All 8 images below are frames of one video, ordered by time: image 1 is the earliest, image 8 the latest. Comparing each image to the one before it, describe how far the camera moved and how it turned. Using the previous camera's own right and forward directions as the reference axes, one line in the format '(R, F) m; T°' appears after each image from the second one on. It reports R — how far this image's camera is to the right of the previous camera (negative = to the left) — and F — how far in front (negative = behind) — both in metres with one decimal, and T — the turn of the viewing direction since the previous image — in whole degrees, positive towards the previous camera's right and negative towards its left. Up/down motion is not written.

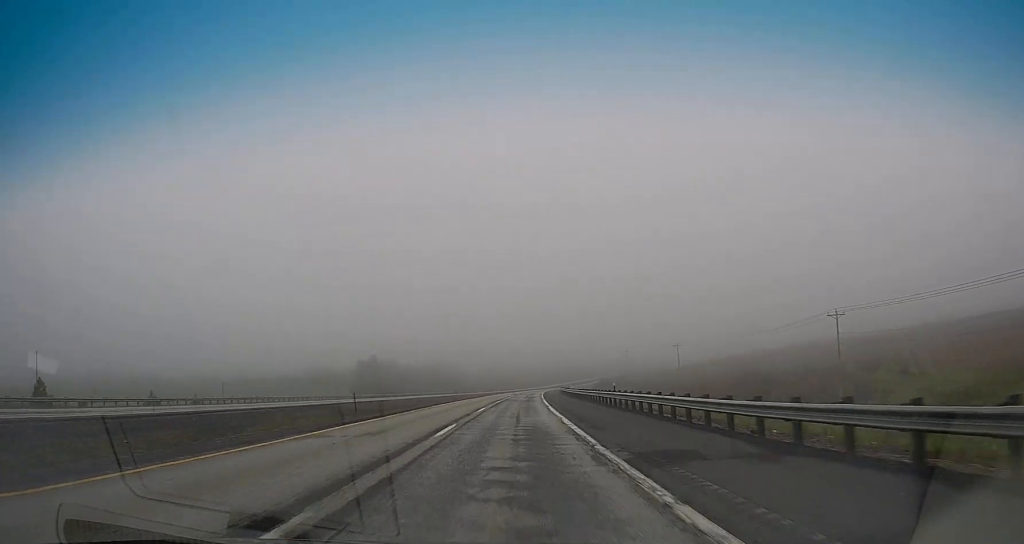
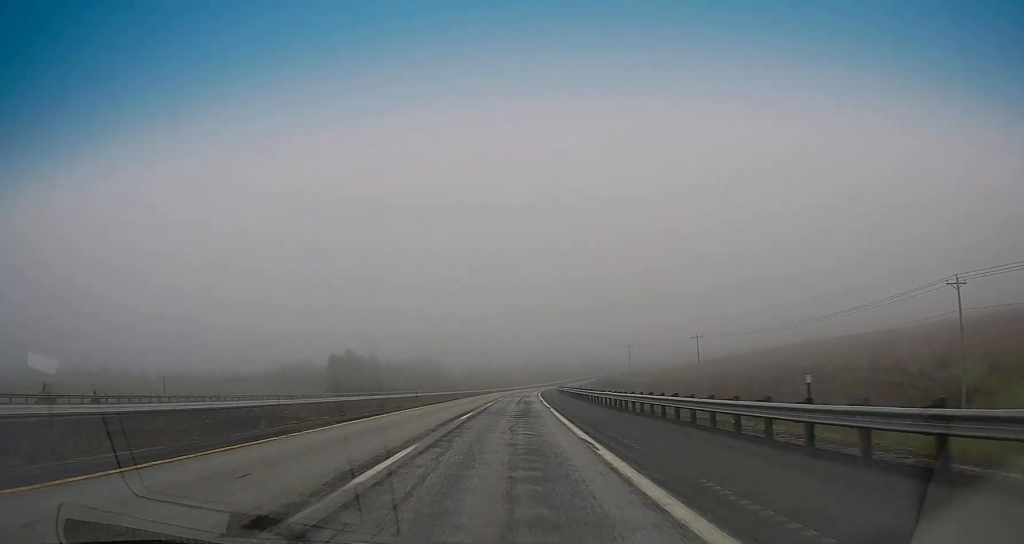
(-0.1, +23.6) m; +1°
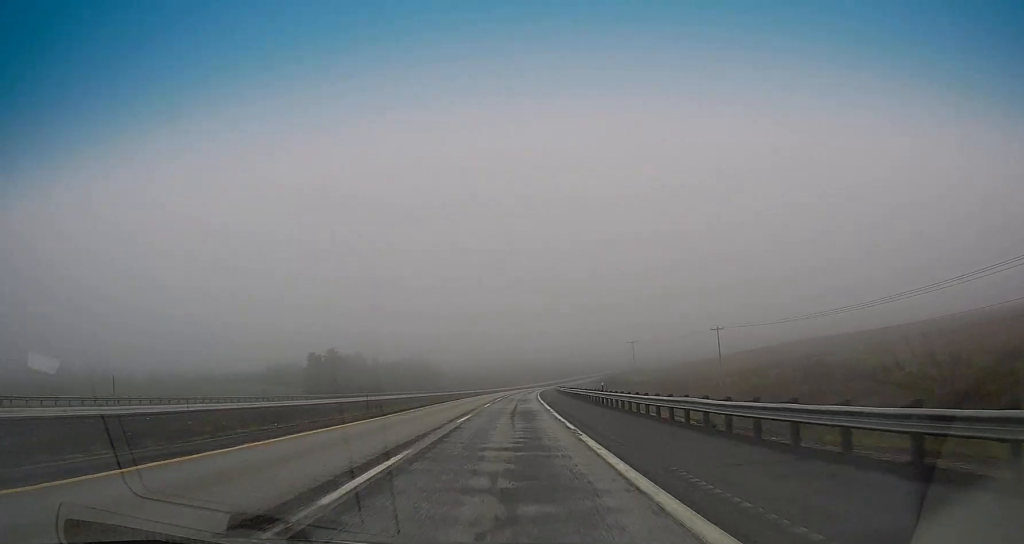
(+0.2, +16.7) m; +1°
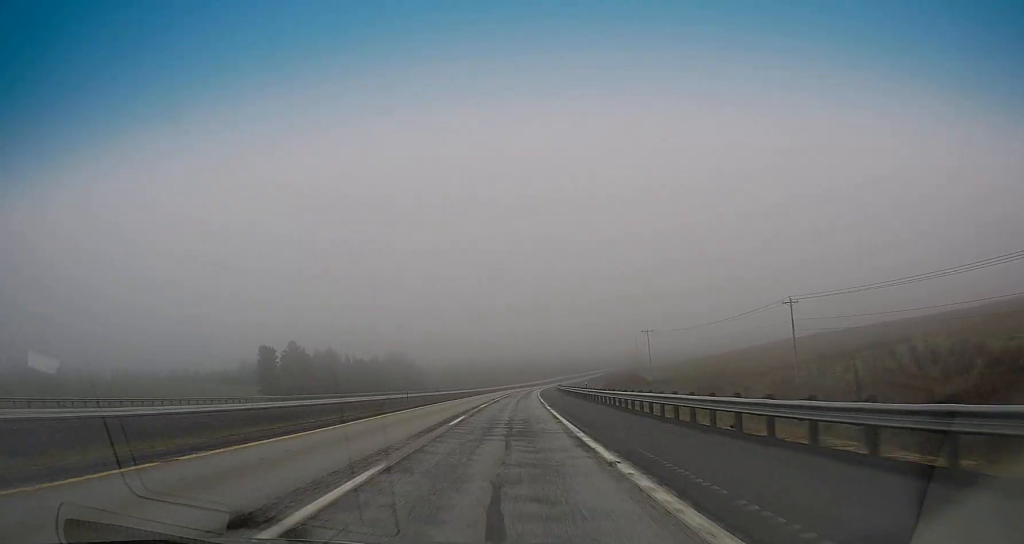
(+0.4, +33.5) m; +1°
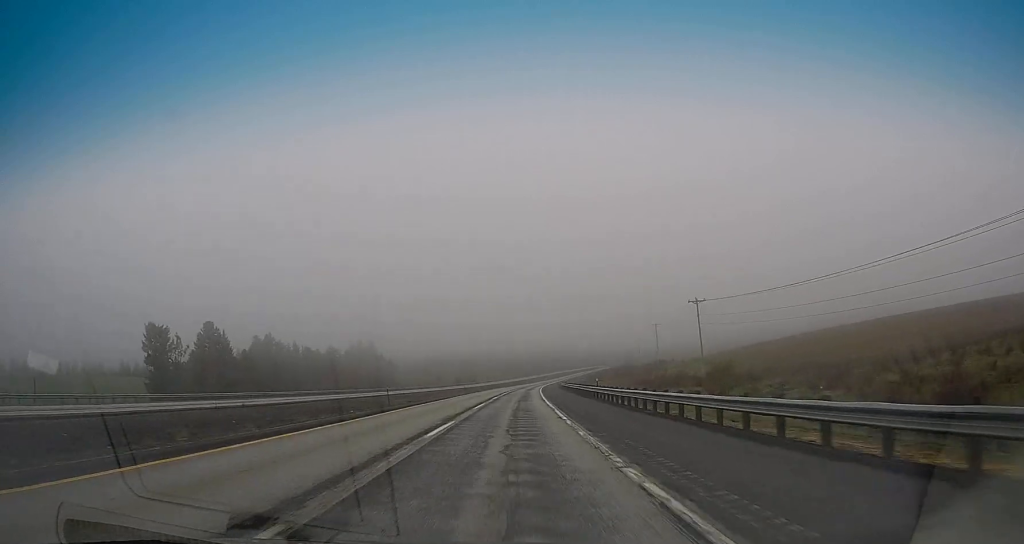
(+0.6, +52.2) m; +2°
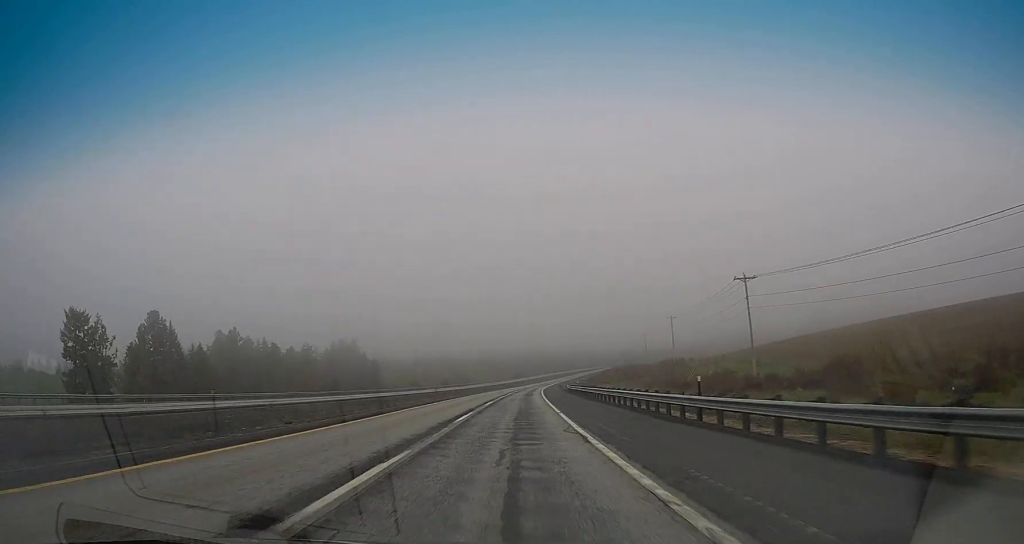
(+0.5, +24.6) m; +1°
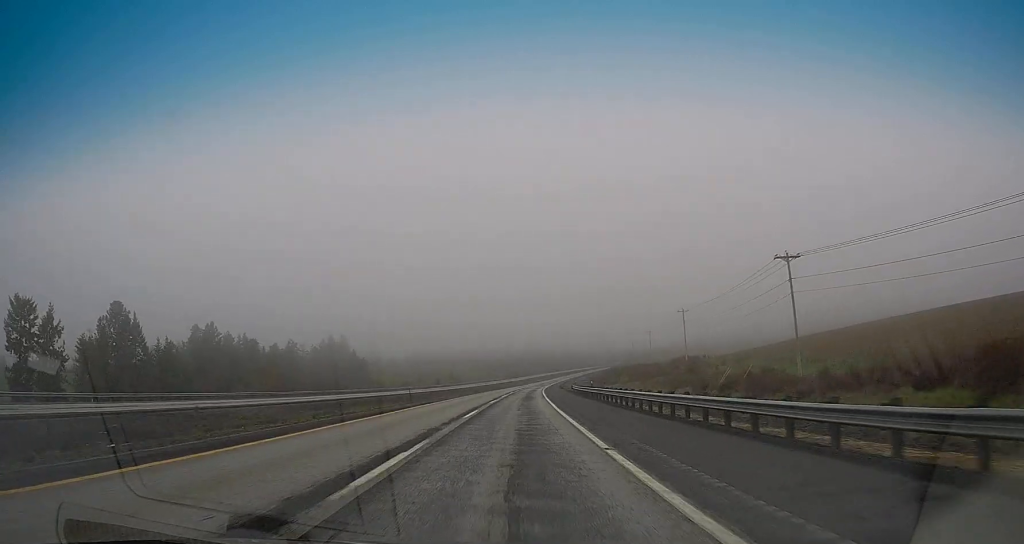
(0.0, +13.7) m; 0°
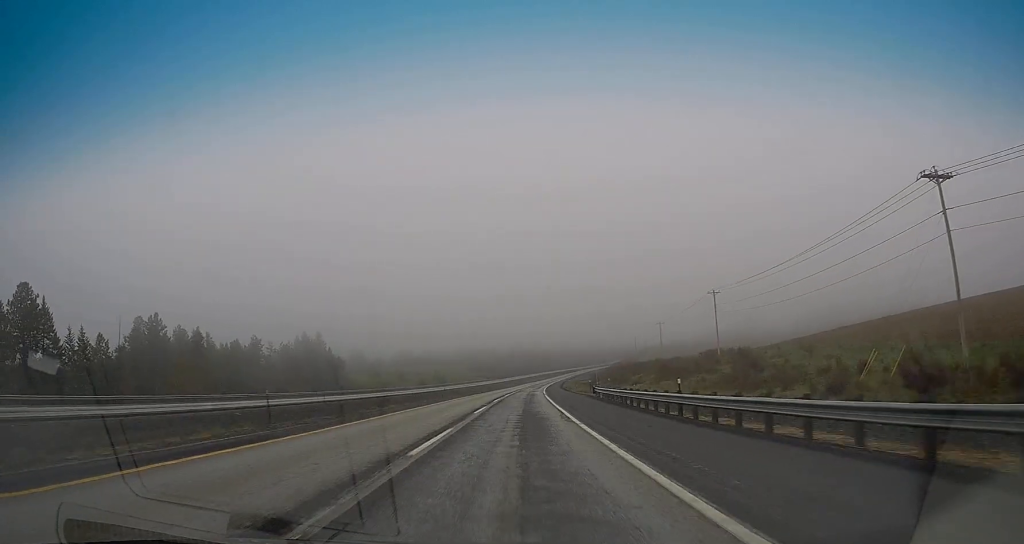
(-0.1, +27.5) m; 0°
